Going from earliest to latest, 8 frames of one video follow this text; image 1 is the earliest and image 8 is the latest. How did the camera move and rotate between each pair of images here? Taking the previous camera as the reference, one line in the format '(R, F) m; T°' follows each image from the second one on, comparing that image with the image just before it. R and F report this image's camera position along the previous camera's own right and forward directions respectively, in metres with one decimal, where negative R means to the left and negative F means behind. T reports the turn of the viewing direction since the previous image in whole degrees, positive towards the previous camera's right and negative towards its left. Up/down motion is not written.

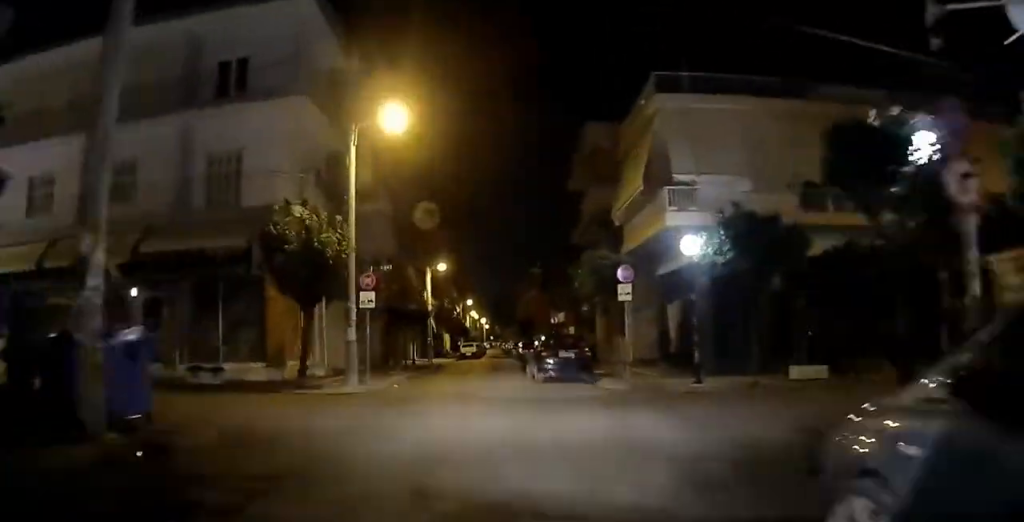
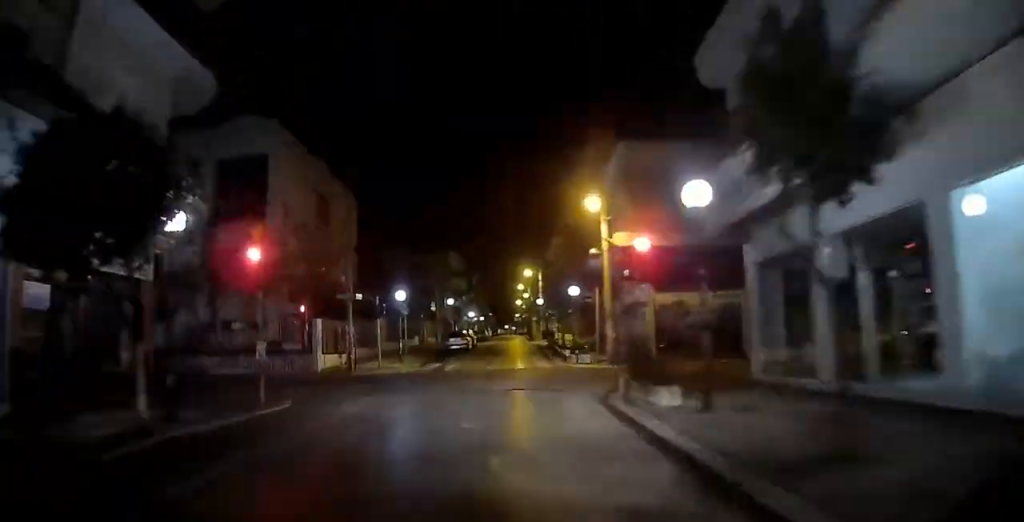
(-25.8, +25.6) m; -34°
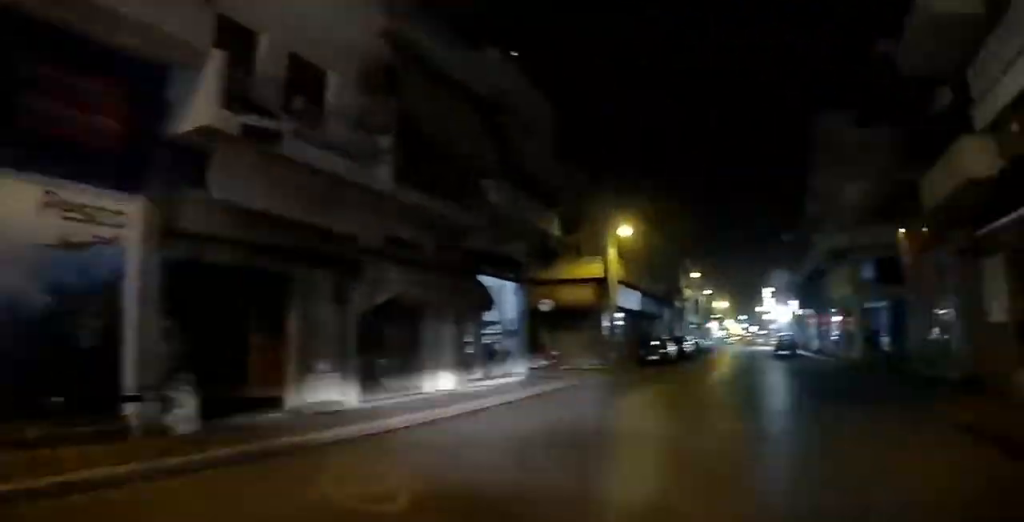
(+20.4, +29.3) m; +60°
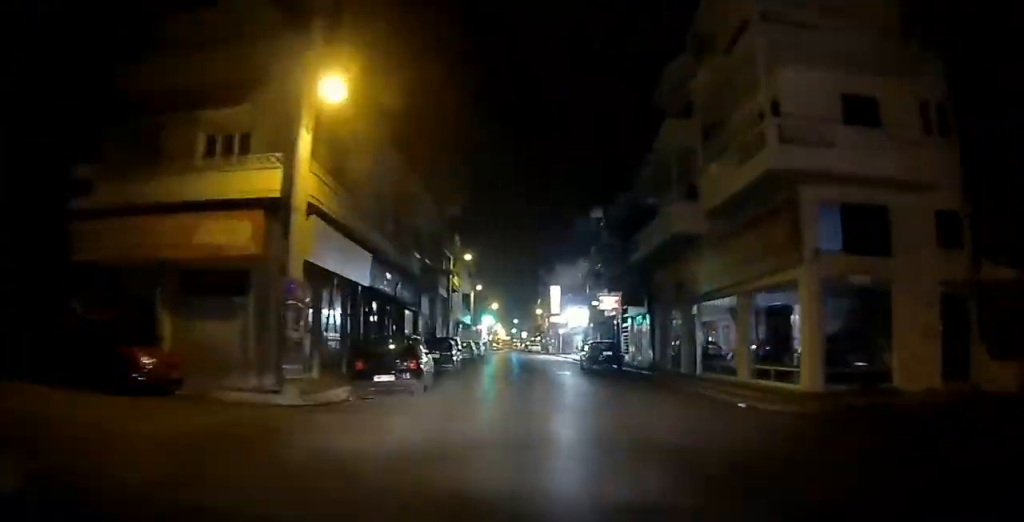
(+2.5, +25.5) m; +3°
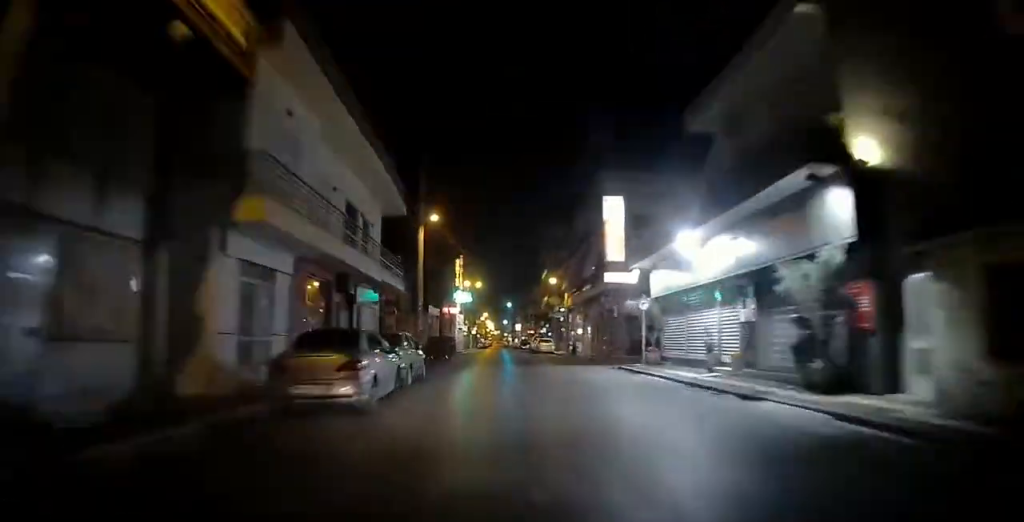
(+1.4, +44.2) m; +2°
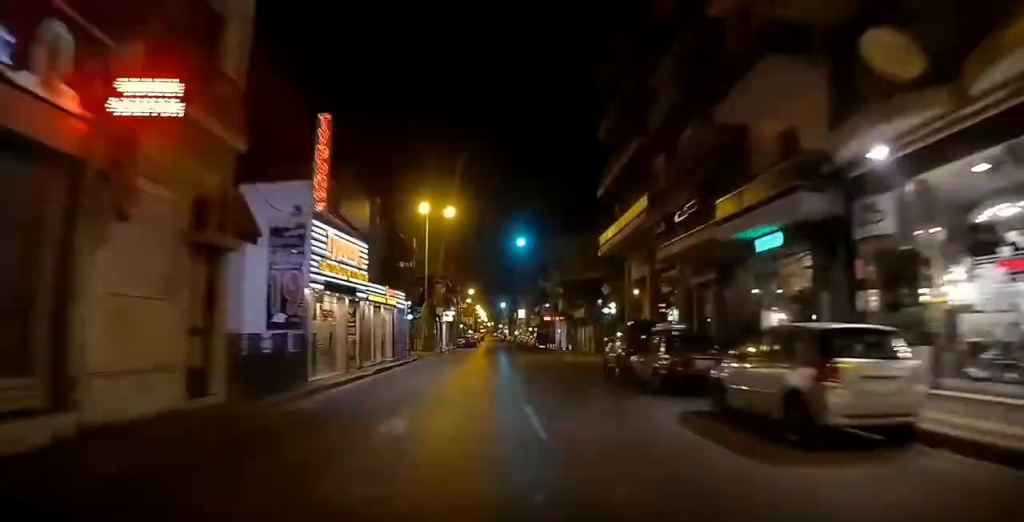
(-0.2, +48.6) m; 0°
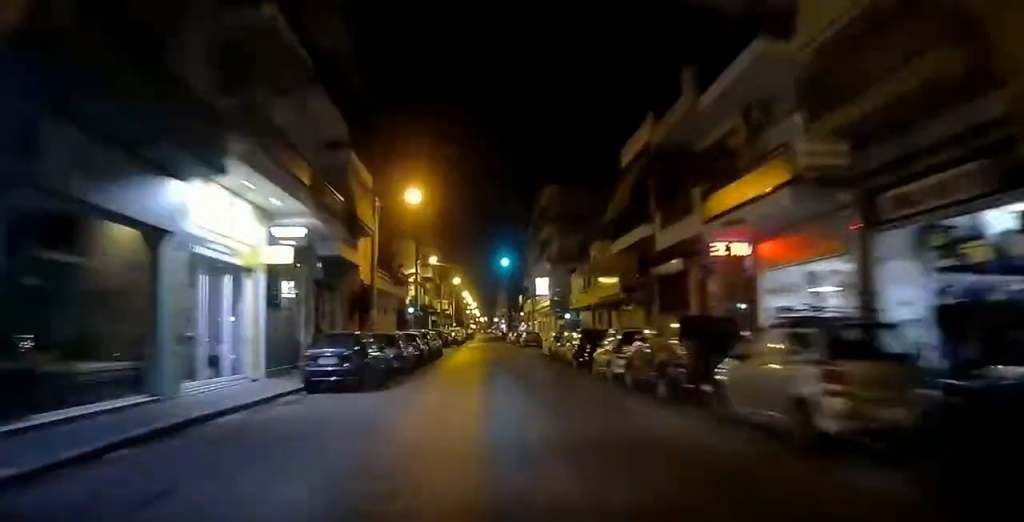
(+0.2, +50.1) m; +1°
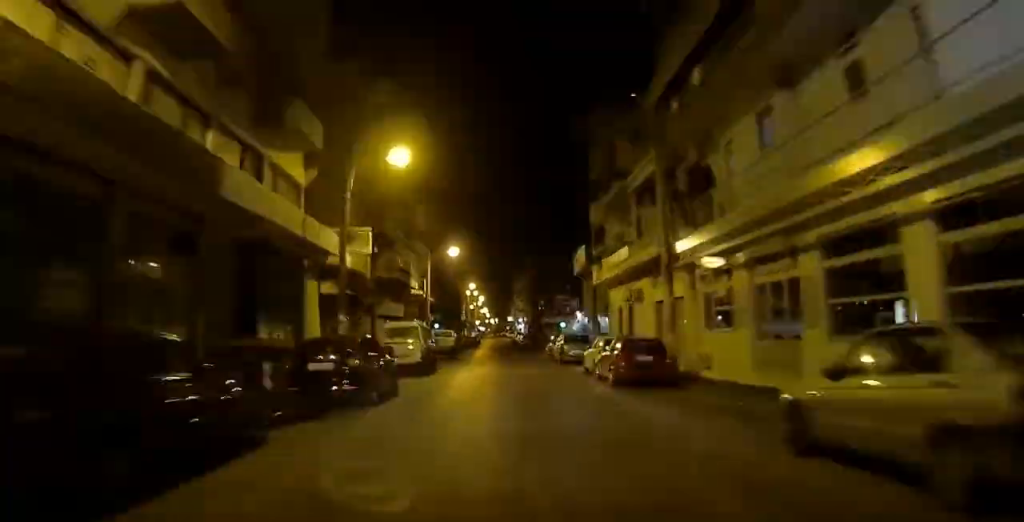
(+0.9, +48.6) m; +1°
